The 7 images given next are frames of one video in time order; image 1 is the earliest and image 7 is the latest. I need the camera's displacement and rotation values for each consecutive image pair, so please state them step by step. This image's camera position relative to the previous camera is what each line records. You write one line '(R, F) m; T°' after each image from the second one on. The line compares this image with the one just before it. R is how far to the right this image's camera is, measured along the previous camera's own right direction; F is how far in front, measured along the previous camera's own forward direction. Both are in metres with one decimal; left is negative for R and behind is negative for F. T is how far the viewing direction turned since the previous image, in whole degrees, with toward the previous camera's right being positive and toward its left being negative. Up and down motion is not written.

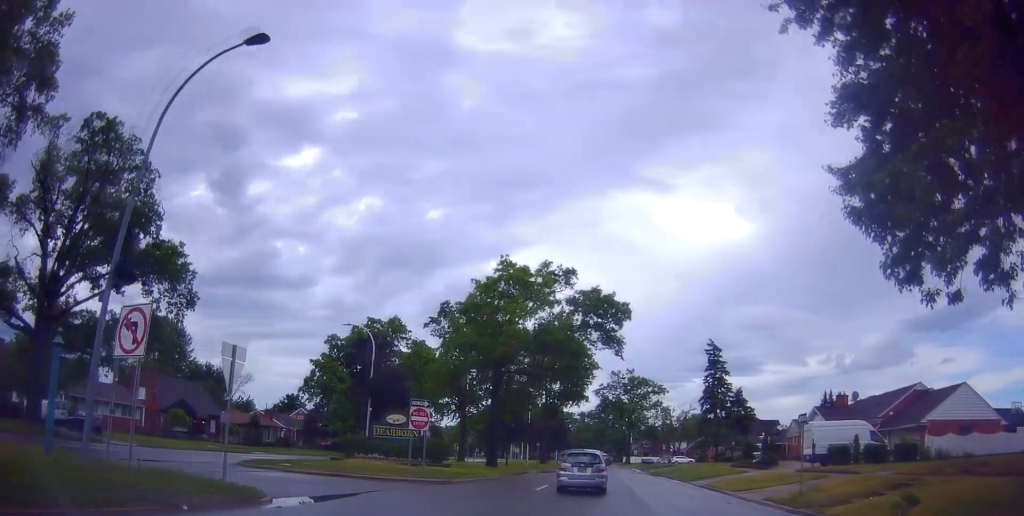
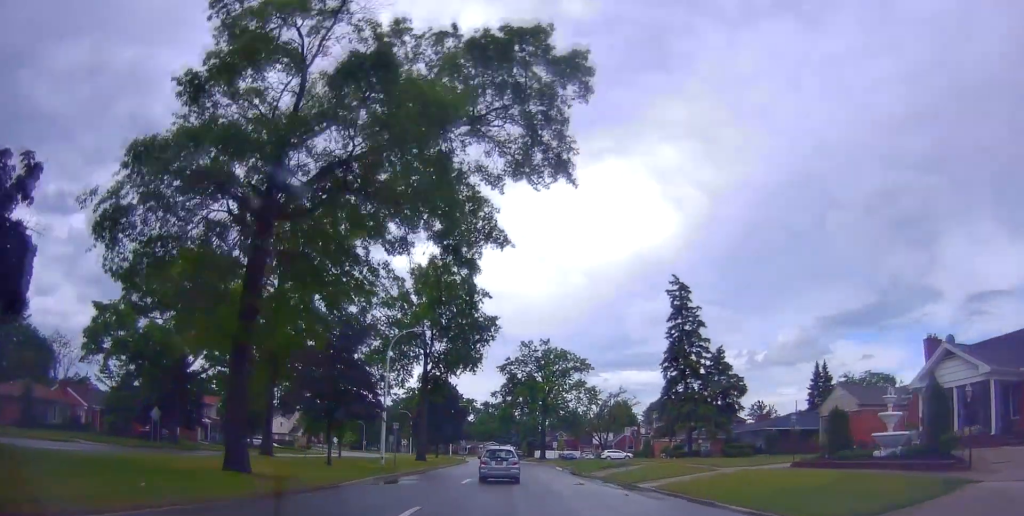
(+6.1, +18.9) m; +27°
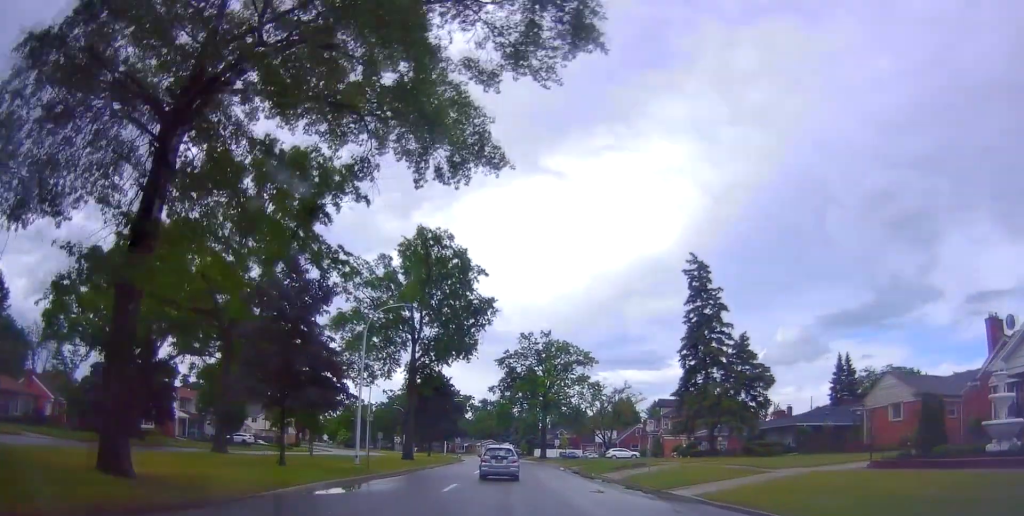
(+0.2, +5.0) m; +1°
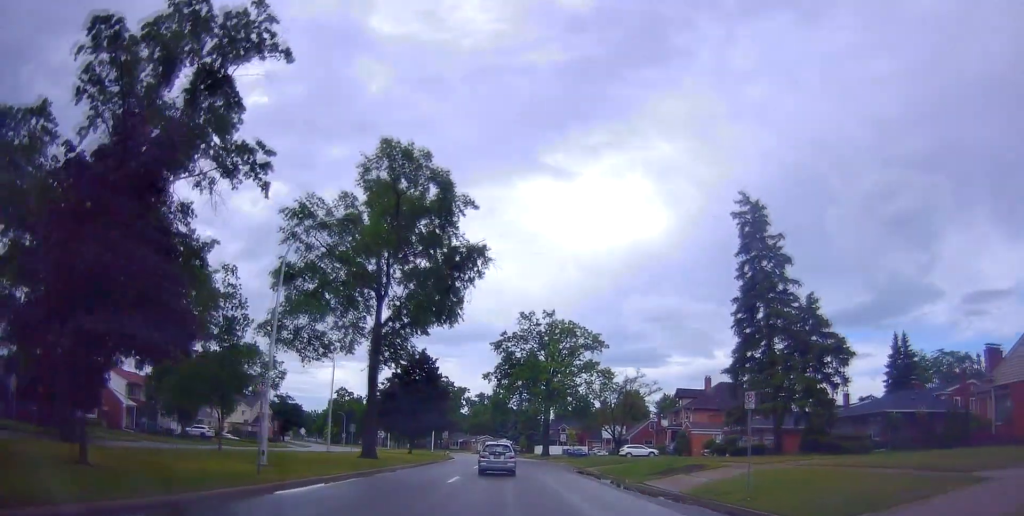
(-0.2, +10.9) m; 0°
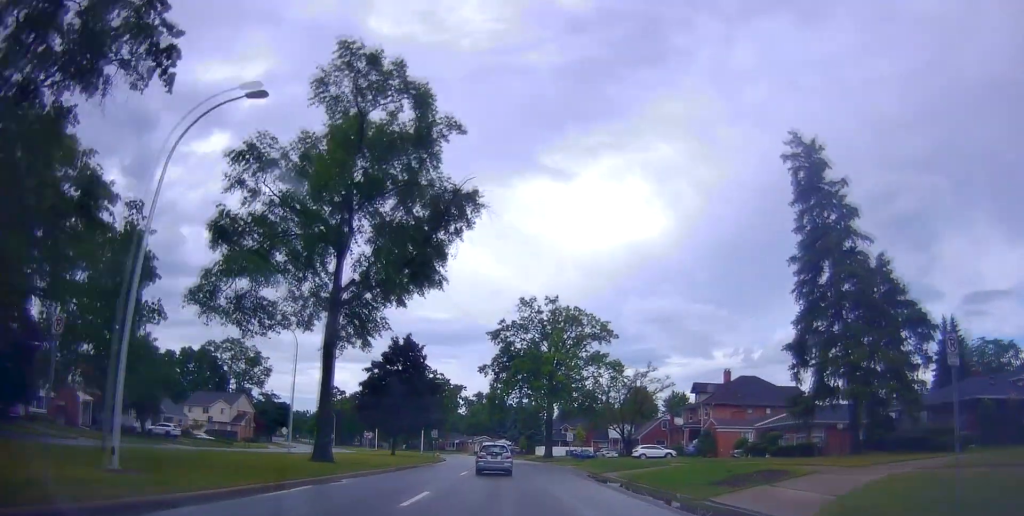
(+0.3, +7.9) m; -1°
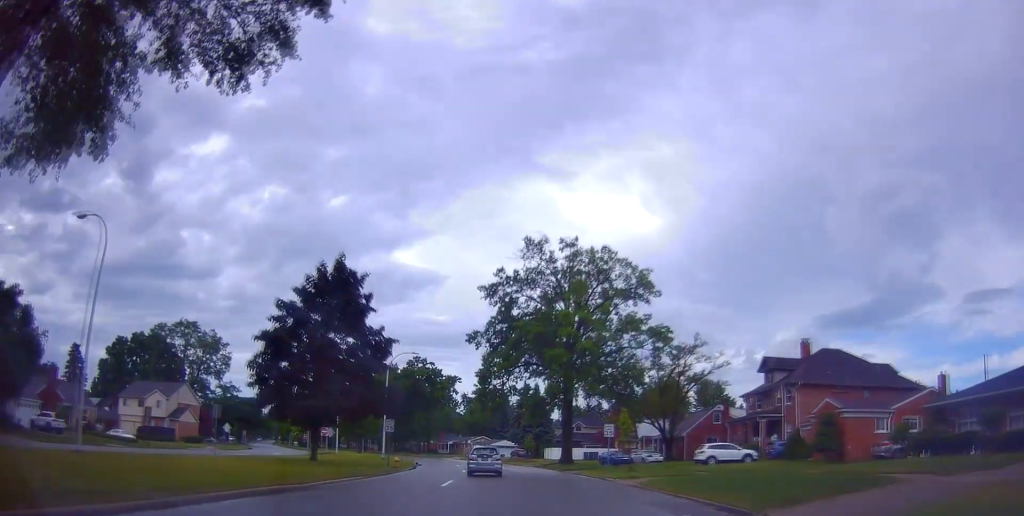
(-0.2, +22.3) m; +2°
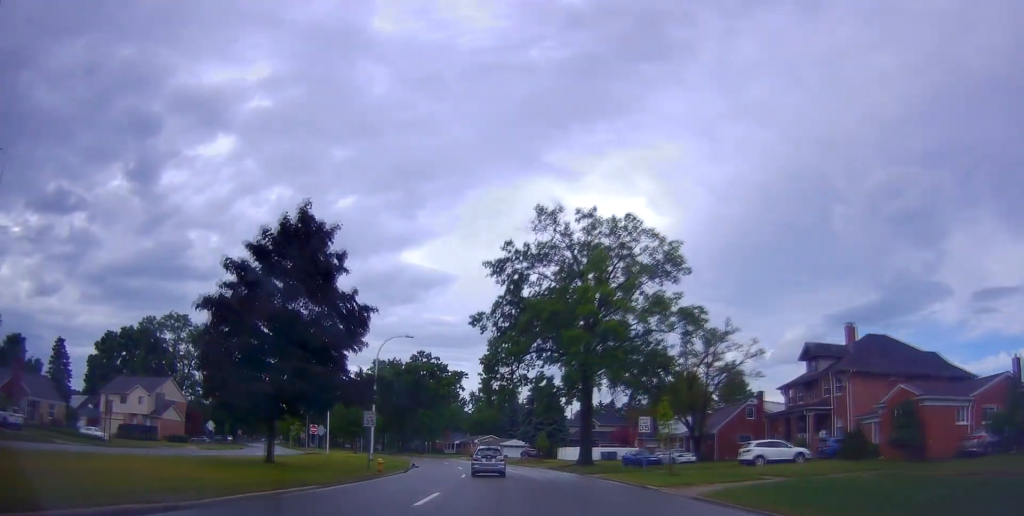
(+0.2, +7.7) m; +1°
